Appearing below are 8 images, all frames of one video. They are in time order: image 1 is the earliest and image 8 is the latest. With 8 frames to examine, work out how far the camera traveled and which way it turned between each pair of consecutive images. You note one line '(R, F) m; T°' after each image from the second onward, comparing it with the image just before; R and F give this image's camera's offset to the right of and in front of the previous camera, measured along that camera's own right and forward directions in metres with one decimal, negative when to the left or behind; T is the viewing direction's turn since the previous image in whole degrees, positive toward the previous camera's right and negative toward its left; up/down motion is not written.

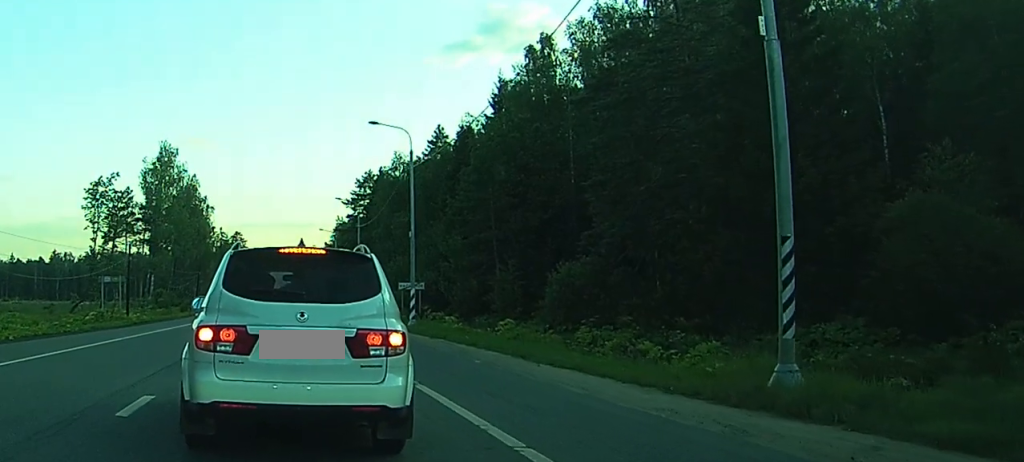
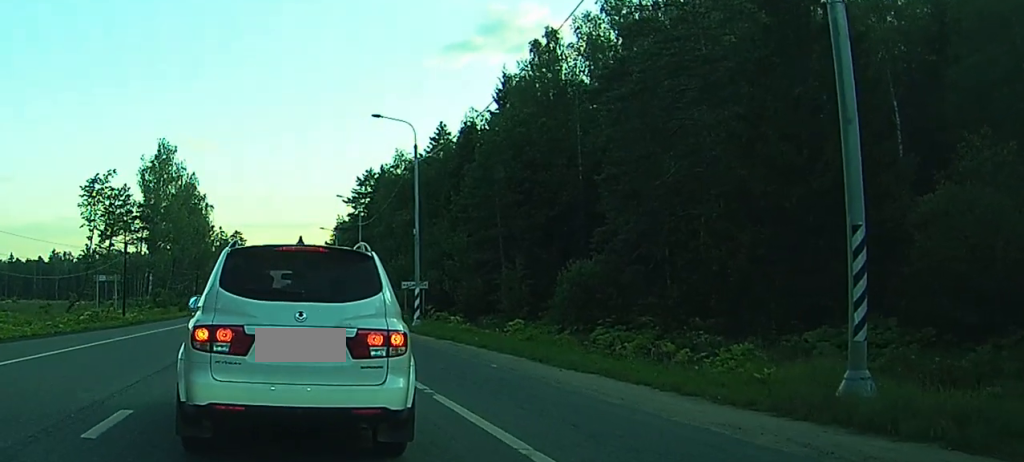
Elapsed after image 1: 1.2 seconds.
(0.0, +2.0) m; 0°
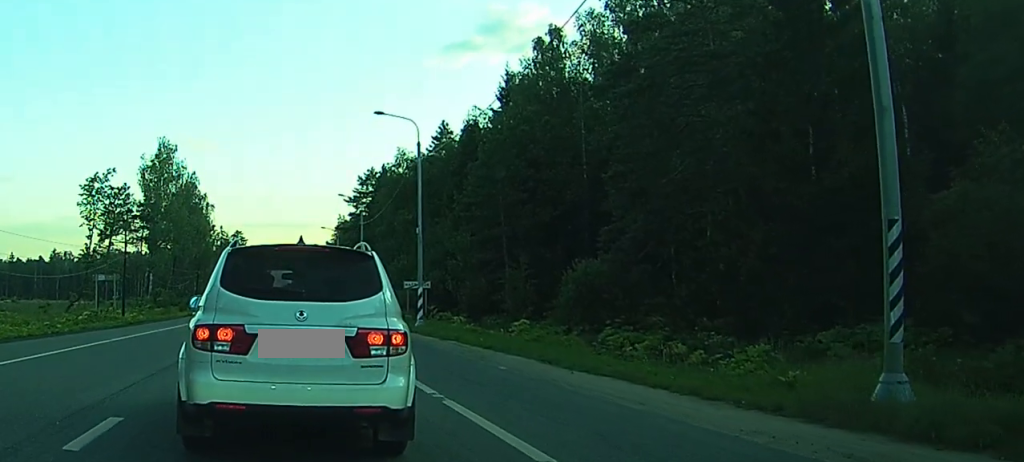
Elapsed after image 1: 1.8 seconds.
(-0.2, +0.8) m; 0°
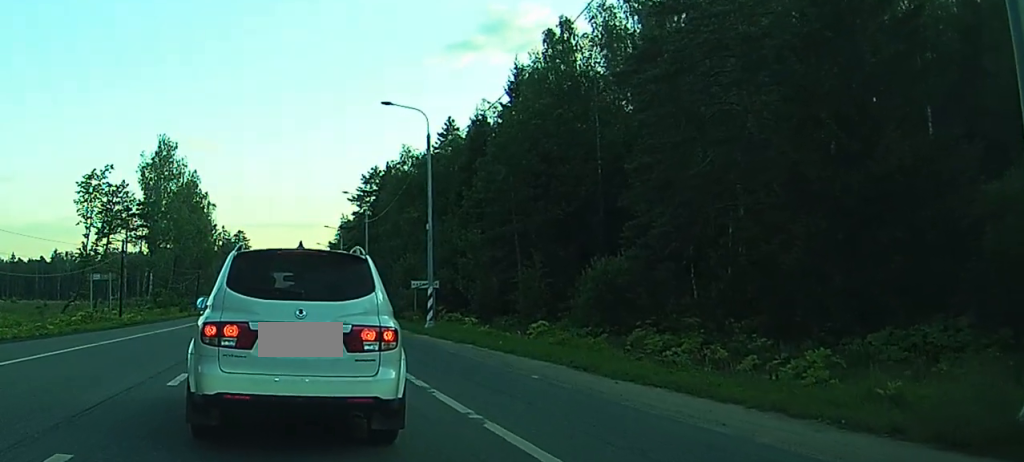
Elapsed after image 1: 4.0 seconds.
(-0.8, +2.3) m; 0°
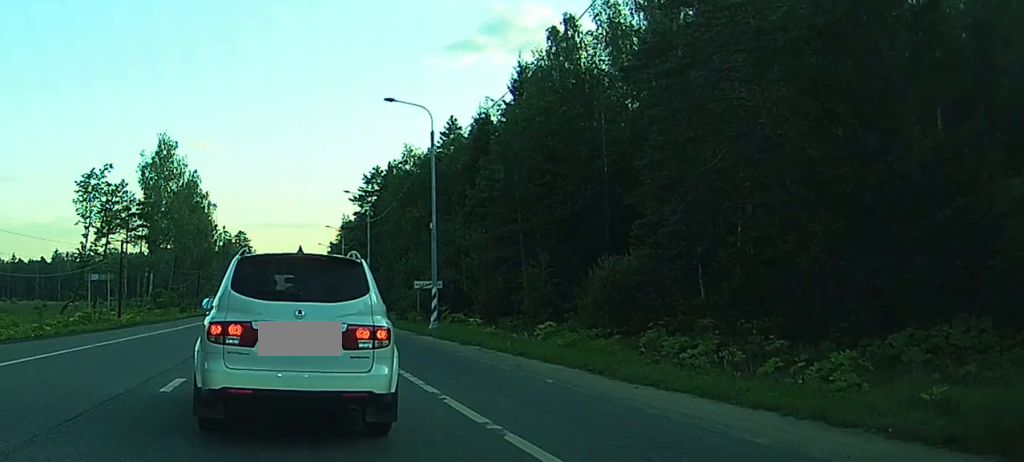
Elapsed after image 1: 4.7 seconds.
(+0.1, +0.8) m; 0°
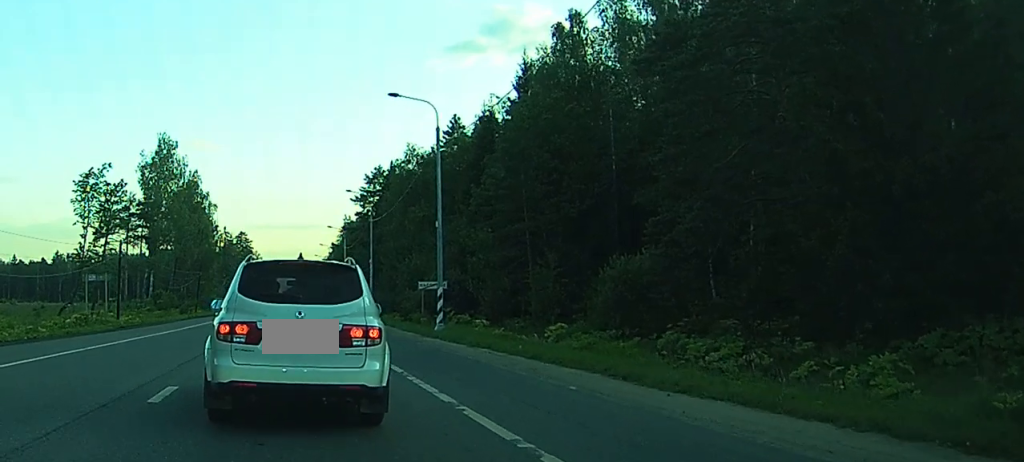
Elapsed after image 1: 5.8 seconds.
(+0.3, +1.1) m; +1°
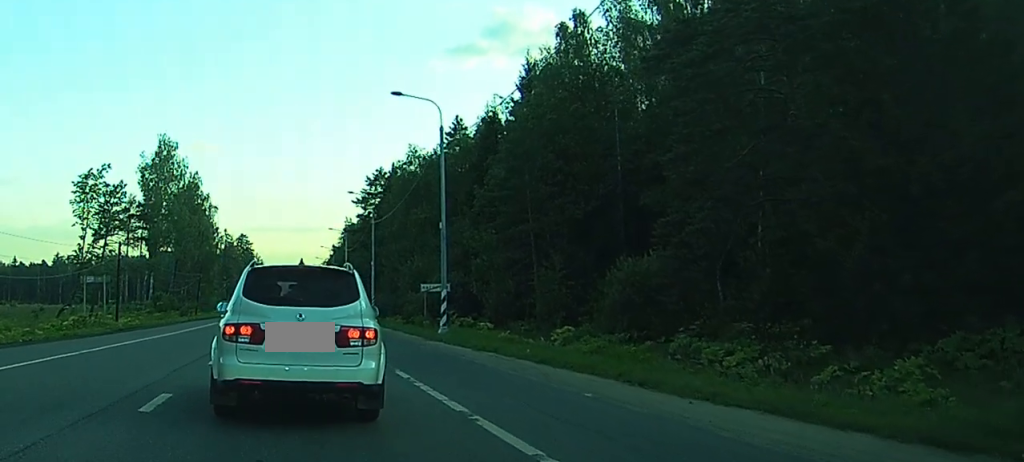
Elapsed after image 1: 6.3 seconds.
(0.0, +0.7) m; +1°
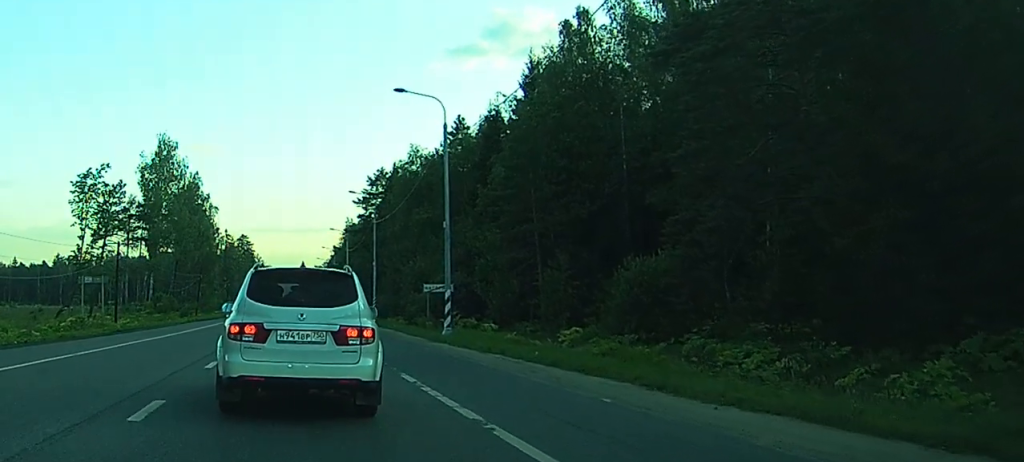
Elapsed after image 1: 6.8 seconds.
(0.0, +0.7) m; +2°
